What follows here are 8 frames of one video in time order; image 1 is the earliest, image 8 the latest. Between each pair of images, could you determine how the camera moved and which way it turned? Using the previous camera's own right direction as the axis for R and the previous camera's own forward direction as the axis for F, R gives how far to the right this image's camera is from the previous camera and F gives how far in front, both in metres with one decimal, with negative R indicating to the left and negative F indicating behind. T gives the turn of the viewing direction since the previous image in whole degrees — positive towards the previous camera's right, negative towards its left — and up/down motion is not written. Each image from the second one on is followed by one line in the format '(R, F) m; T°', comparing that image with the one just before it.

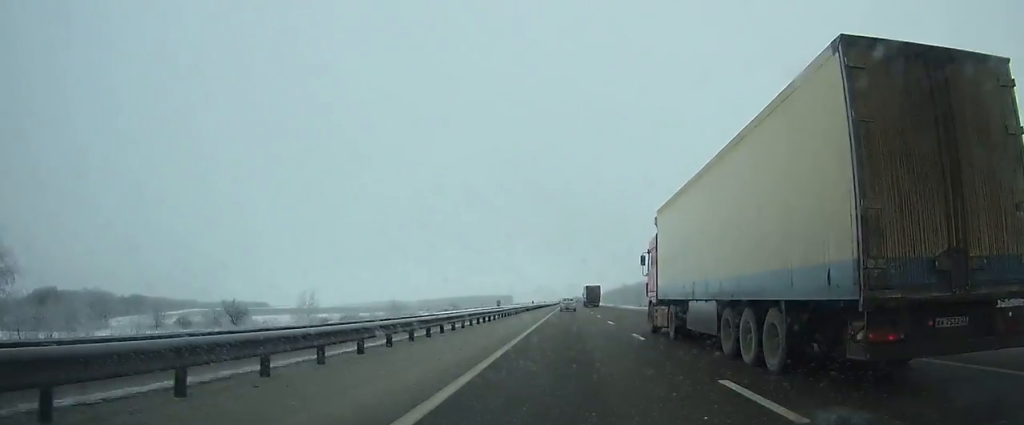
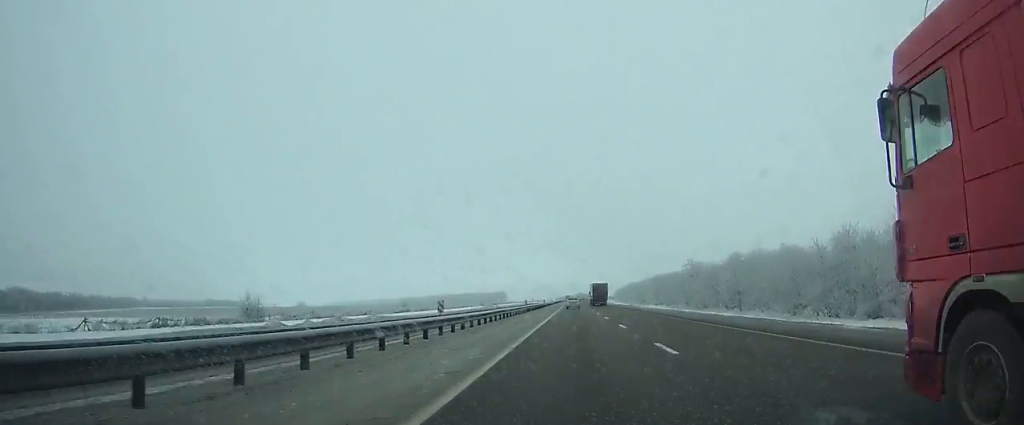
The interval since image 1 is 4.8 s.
(+0.1, +121.6) m; 0°
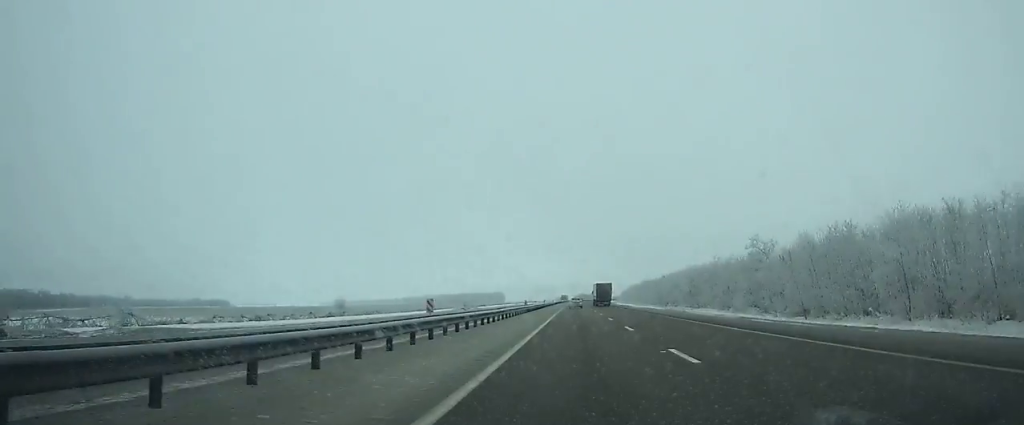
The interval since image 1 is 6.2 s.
(0.0, +34.7) m; 0°
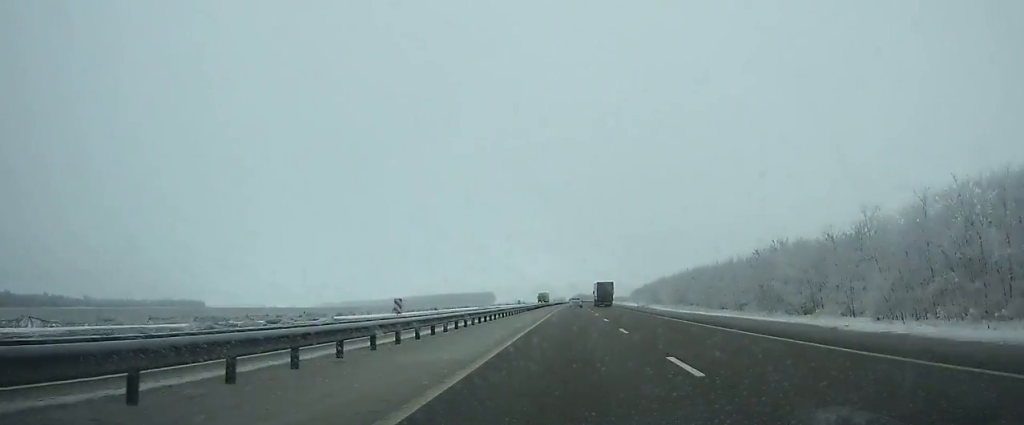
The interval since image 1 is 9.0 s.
(-0.1, +68.7) m; 0°
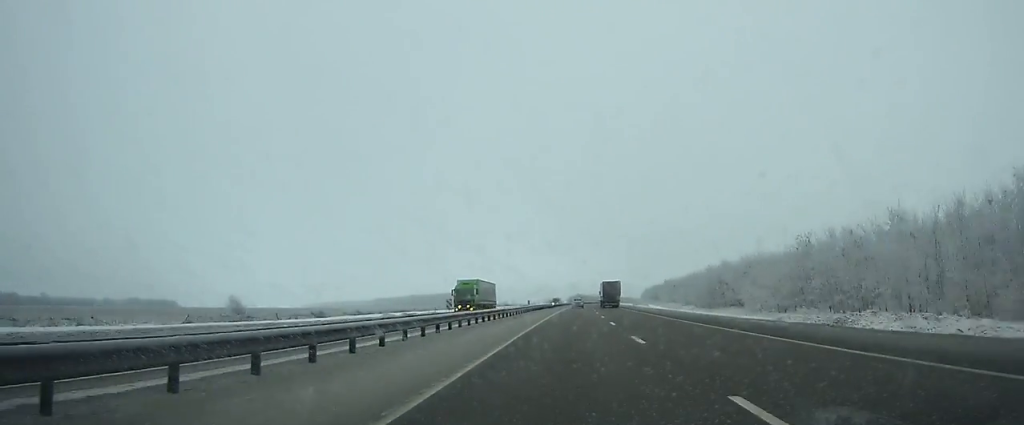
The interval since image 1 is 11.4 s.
(+0.2, +60.3) m; +1°
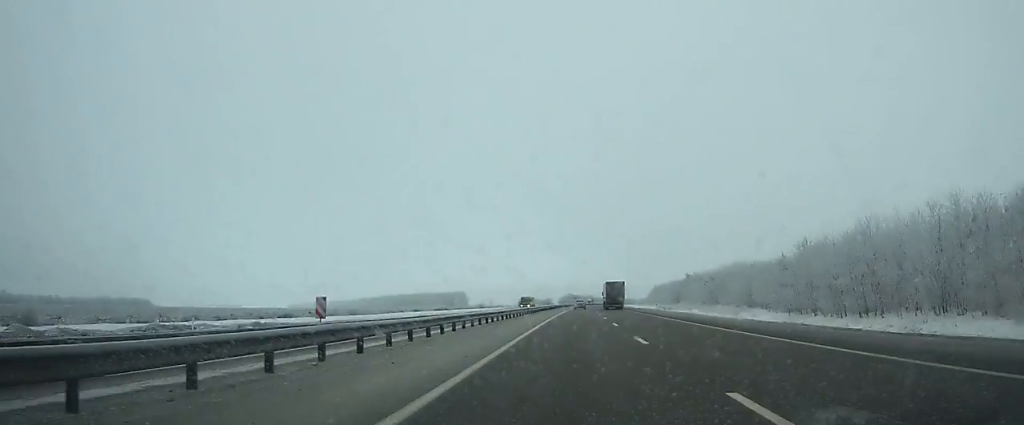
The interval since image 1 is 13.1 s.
(-0.1, +43.9) m; +1°
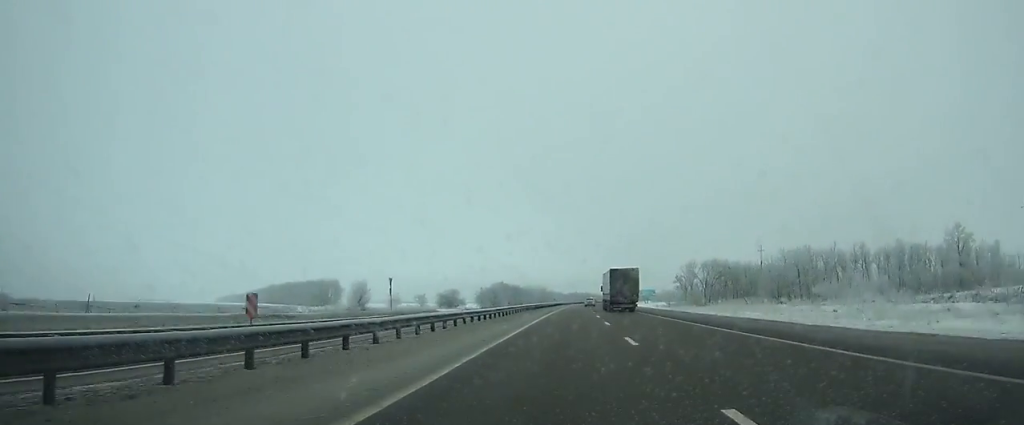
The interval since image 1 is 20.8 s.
(+8.5, +217.2) m; +4°
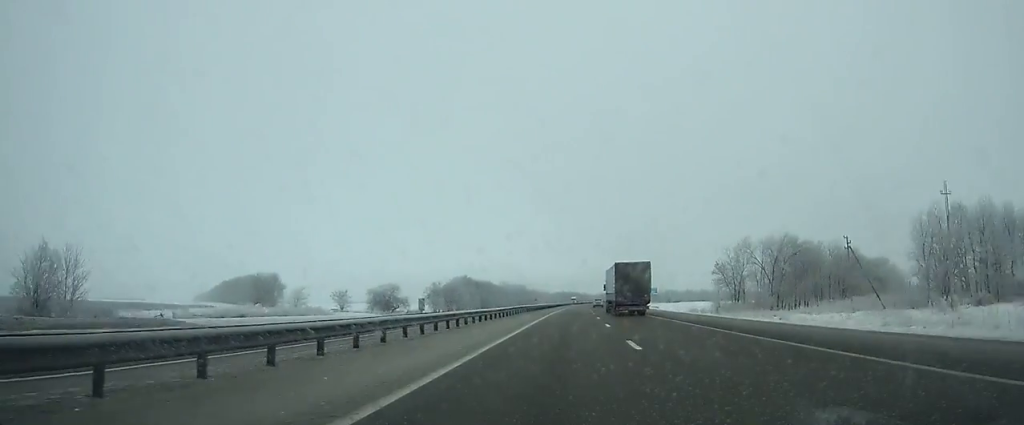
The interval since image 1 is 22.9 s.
(+0.6, +61.9) m; +1°
